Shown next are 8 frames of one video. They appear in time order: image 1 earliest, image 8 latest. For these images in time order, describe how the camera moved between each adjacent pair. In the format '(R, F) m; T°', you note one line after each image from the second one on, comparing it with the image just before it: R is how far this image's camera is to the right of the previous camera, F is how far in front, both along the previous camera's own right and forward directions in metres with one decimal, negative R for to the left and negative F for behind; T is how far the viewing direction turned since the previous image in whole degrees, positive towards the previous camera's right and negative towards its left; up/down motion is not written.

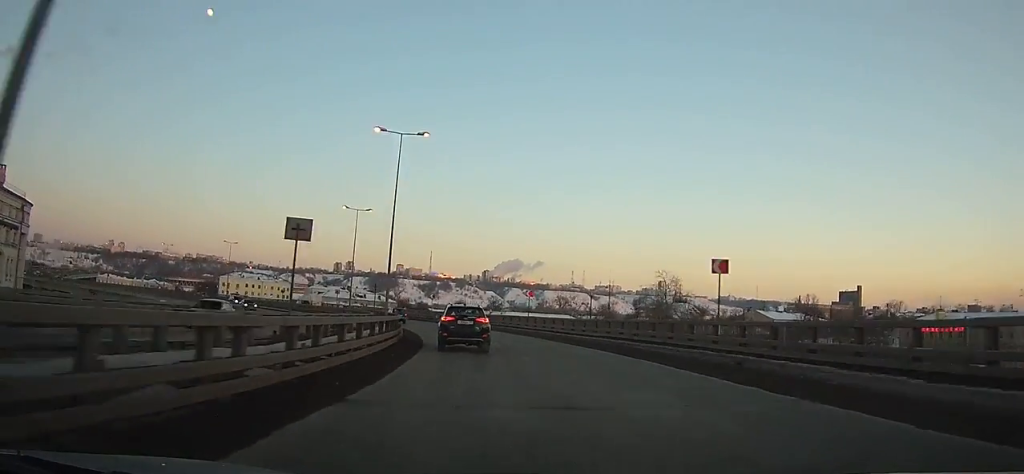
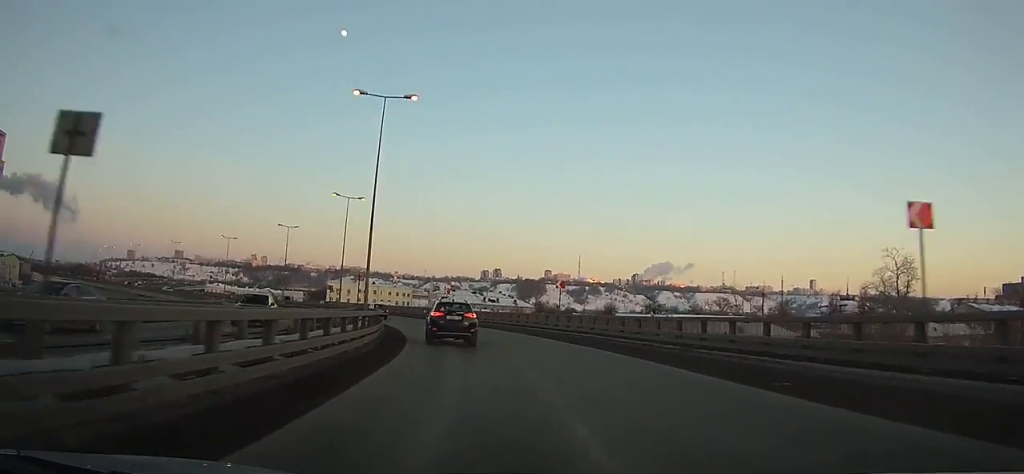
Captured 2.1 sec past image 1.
(-3.6, +35.9) m; -12°
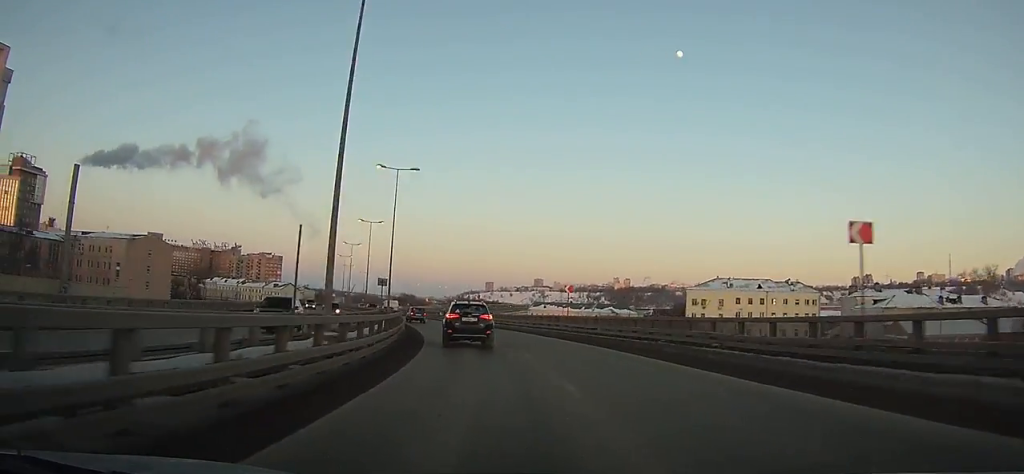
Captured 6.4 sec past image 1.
(-18.0, +72.1) m; -32°
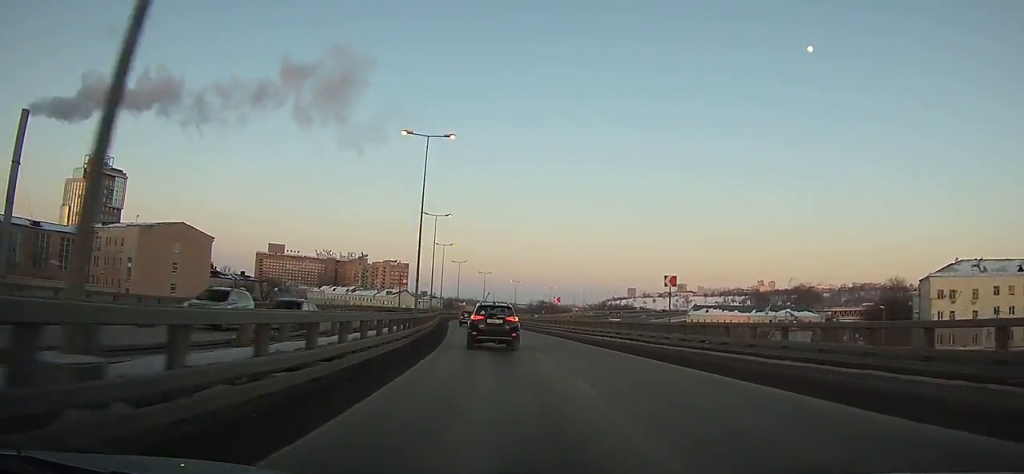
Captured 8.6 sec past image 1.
(-7.1, +38.5) m; -13°
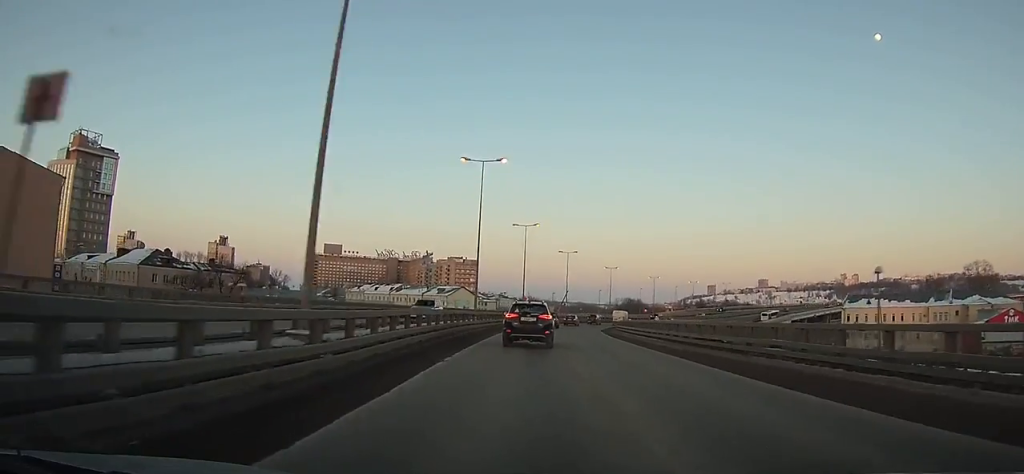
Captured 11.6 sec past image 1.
(-6.9, +53.9) m; -8°
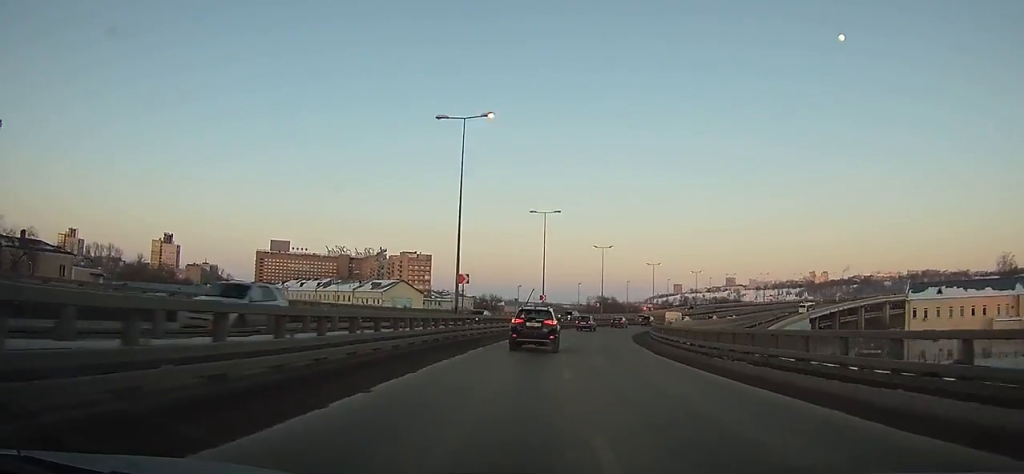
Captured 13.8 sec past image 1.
(-0.6, +40.6) m; +2°
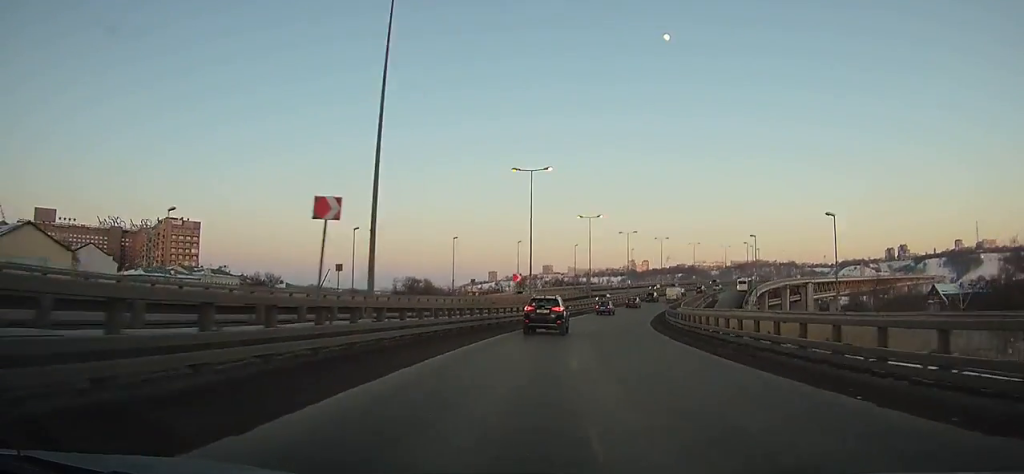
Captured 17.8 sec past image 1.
(+7.5, +73.7) m; +15°
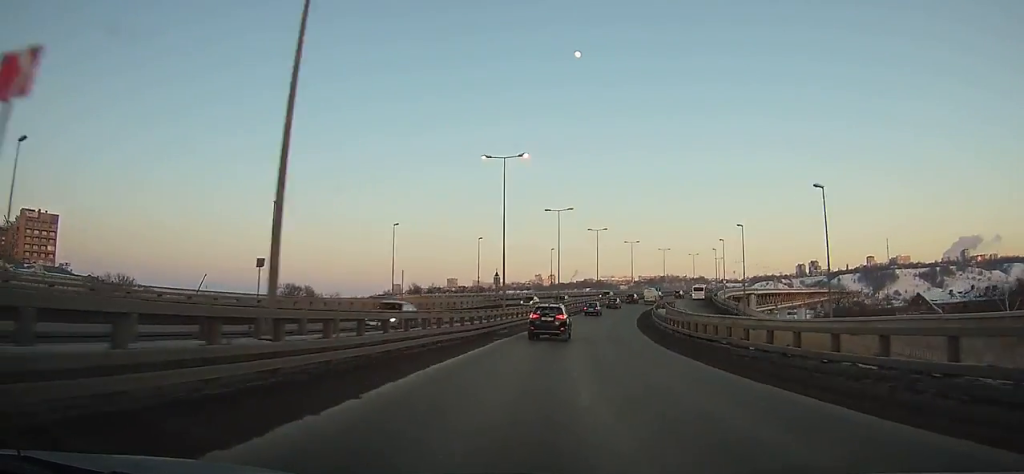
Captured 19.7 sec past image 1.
(+2.8, +35.0) m; +8°
